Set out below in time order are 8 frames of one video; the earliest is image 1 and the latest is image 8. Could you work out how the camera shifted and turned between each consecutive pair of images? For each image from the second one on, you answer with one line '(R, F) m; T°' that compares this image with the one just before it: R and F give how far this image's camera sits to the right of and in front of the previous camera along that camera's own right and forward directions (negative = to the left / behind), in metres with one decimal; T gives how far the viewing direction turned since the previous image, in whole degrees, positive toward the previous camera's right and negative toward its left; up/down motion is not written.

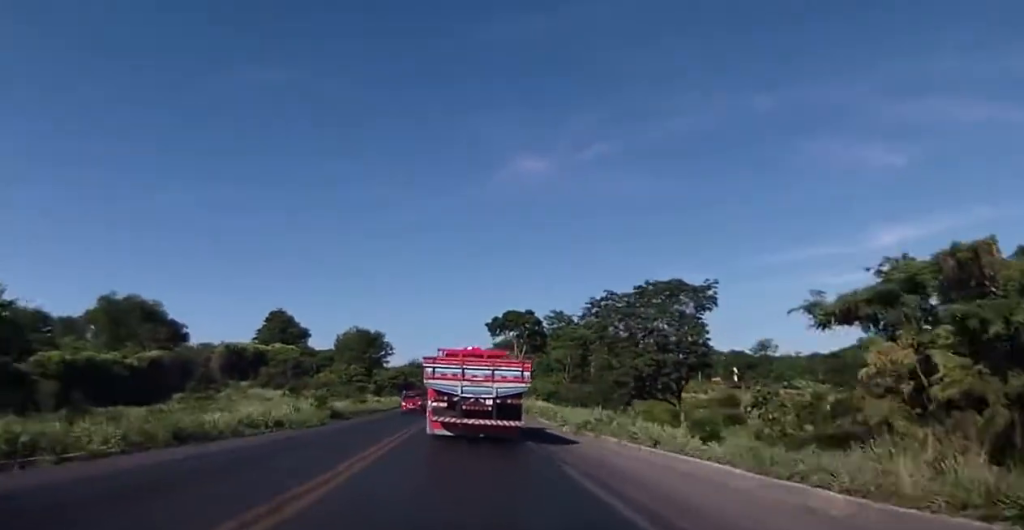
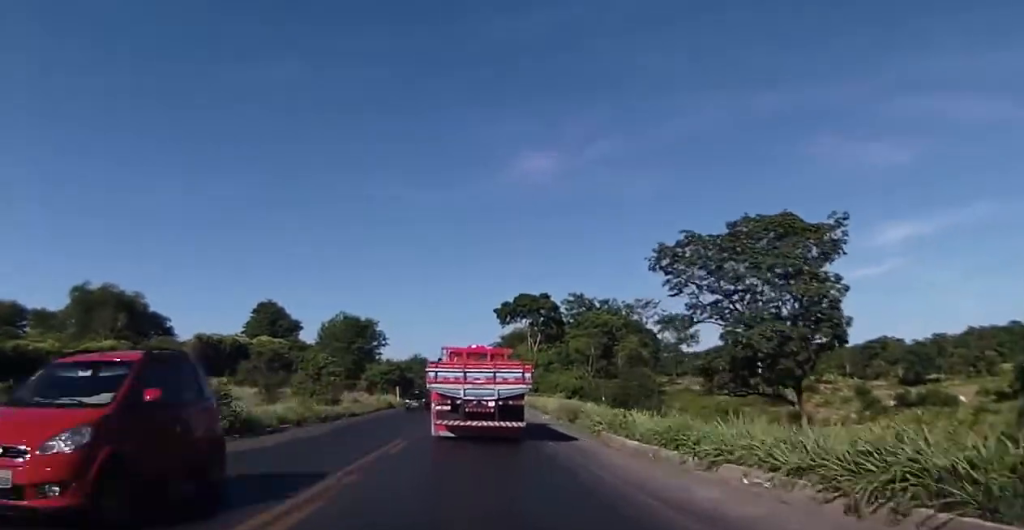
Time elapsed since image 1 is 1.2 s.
(-0.7, +18.8) m; -2°
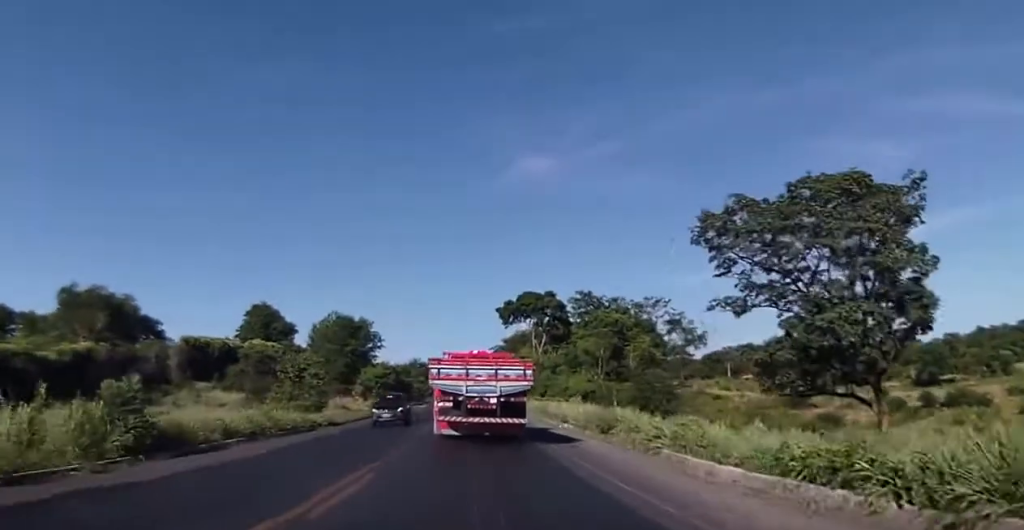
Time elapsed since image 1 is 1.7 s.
(0.0, +7.1) m; 0°
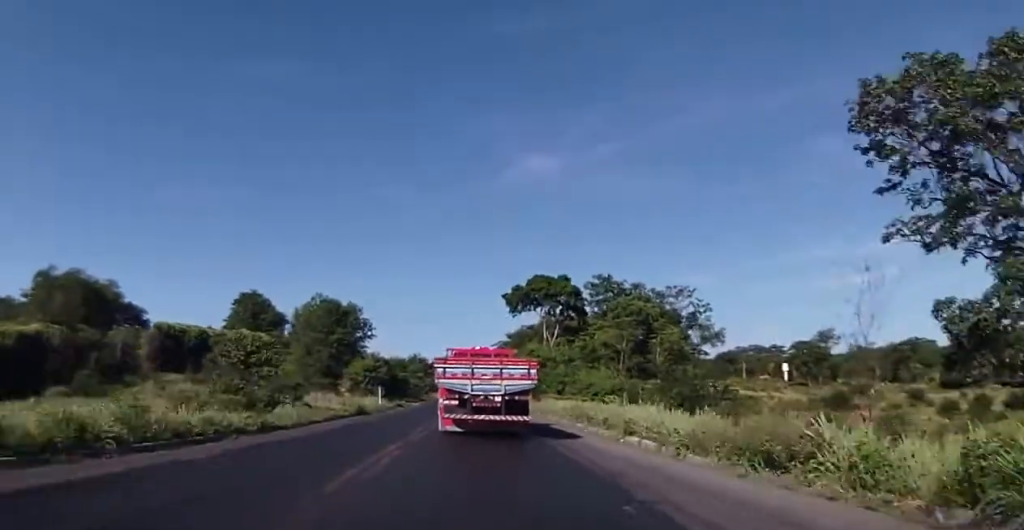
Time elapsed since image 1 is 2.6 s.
(0.0, +13.3) m; 0°
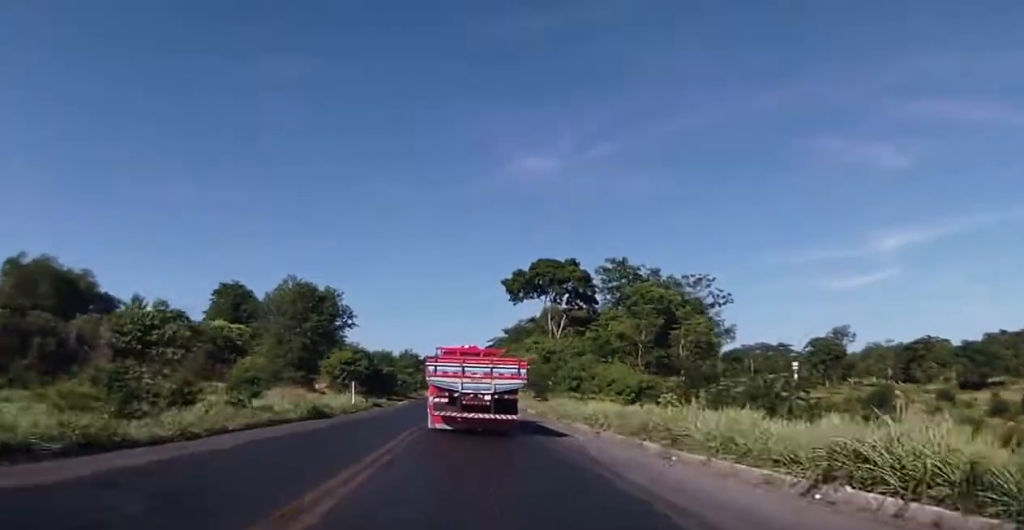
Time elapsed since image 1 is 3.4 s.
(0.0, +12.3) m; 0°
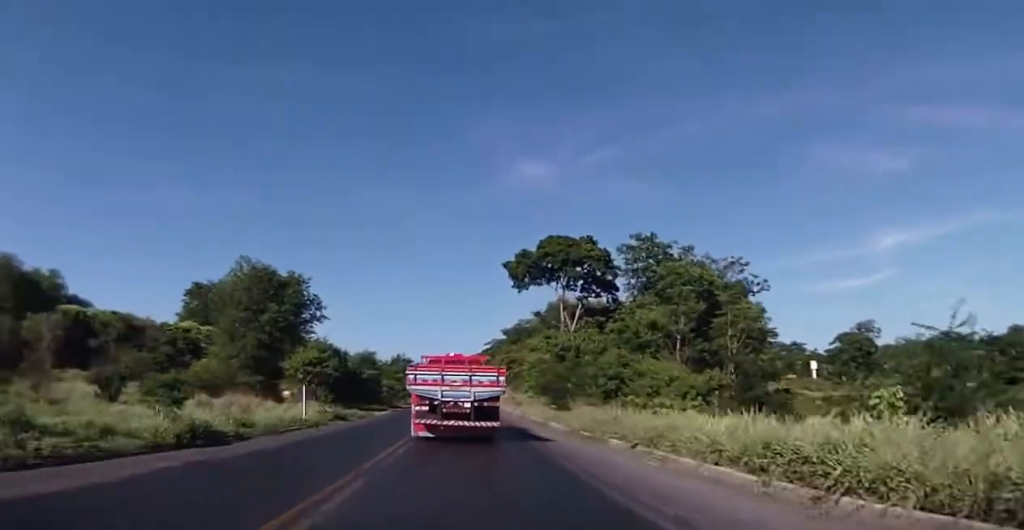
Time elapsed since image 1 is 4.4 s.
(0.0, +15.5) m; +1°
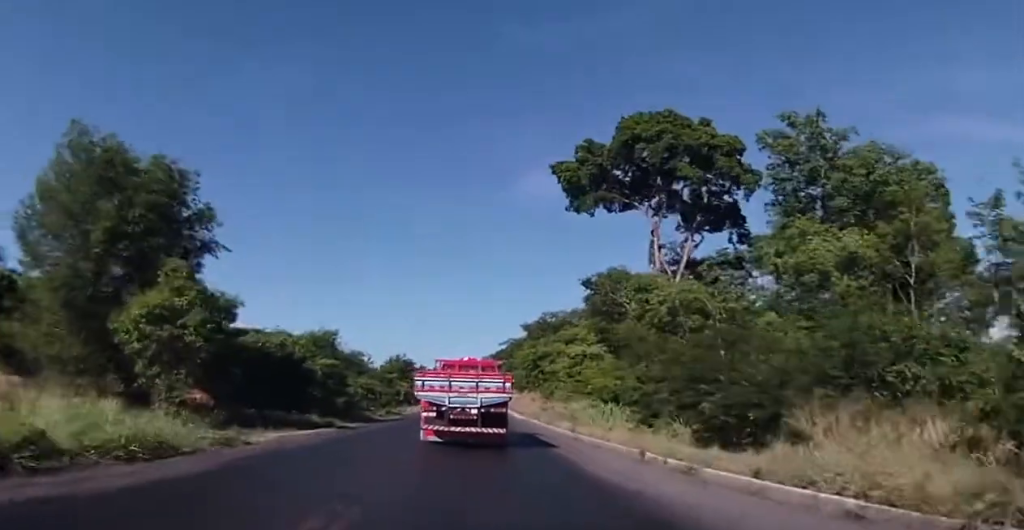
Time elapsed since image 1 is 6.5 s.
(+0.7, +33.3) m; 0°
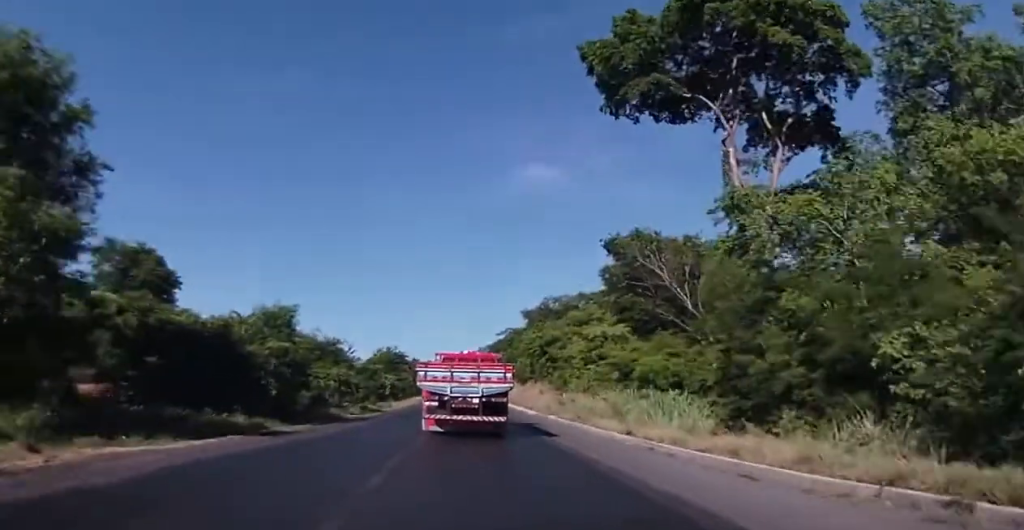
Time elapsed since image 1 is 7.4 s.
(-0.2, +13.5) m; -1°
